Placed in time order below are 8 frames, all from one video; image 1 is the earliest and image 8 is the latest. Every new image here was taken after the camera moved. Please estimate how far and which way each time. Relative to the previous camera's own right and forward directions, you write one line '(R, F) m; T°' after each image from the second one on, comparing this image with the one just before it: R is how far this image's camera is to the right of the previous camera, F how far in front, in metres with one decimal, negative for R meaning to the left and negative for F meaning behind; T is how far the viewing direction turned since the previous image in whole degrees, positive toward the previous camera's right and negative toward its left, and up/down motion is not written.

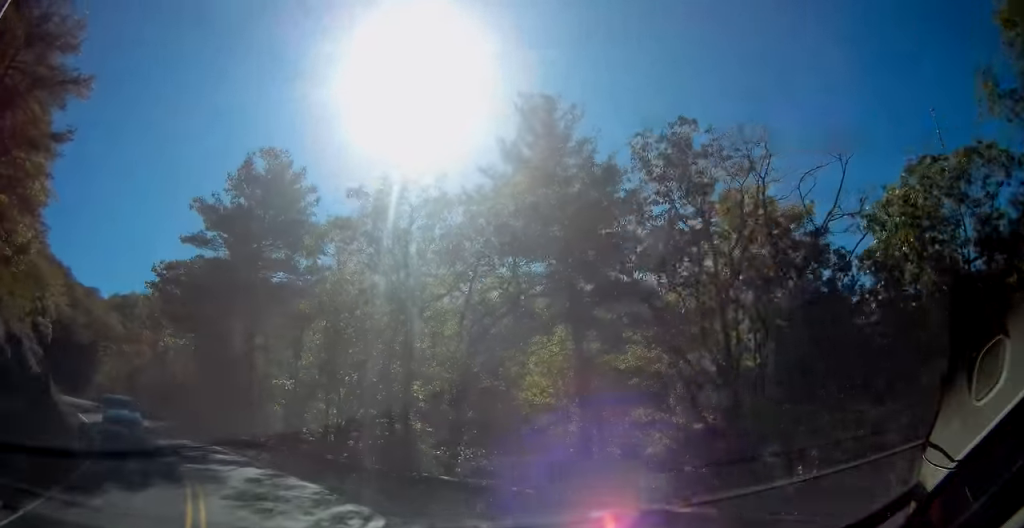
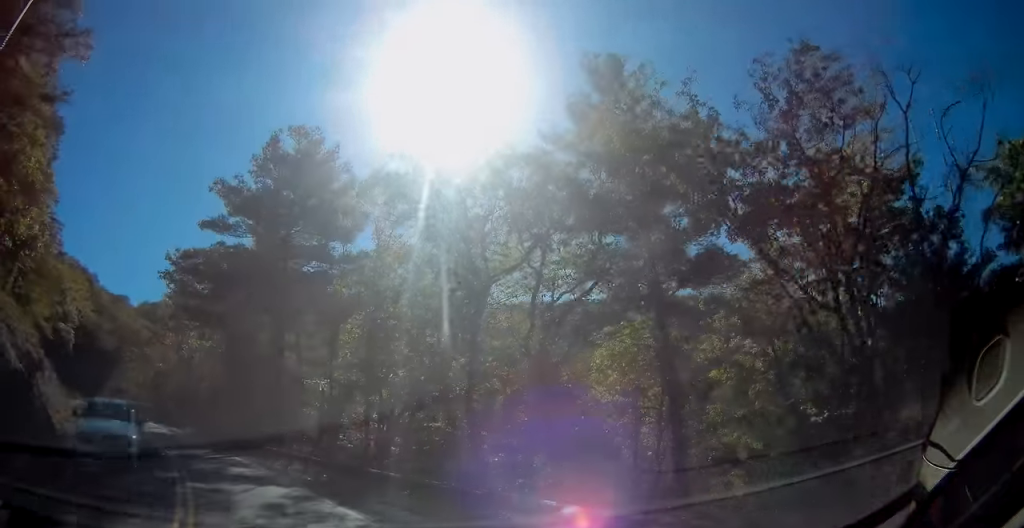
(-0.2, +3.9) m; -5°
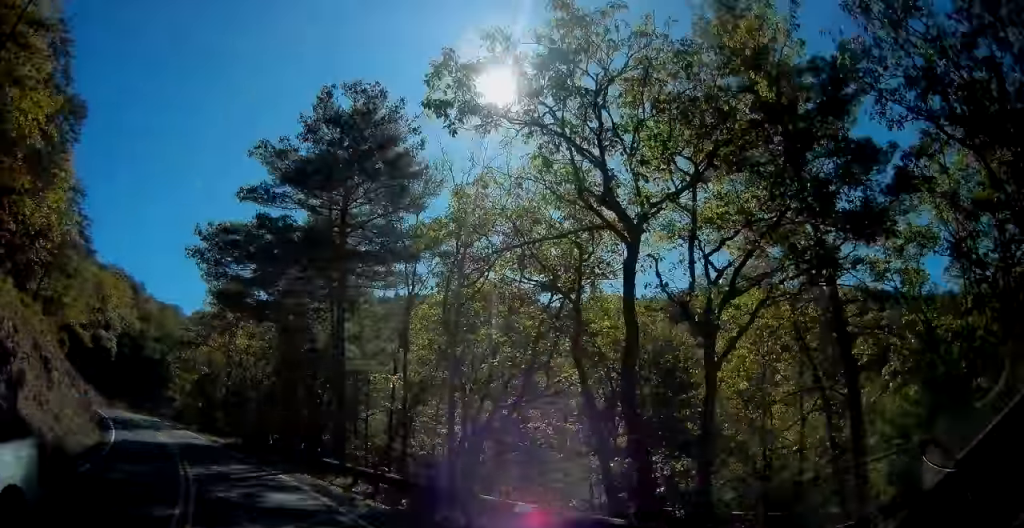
(-0.2, +5.7) m; -6°
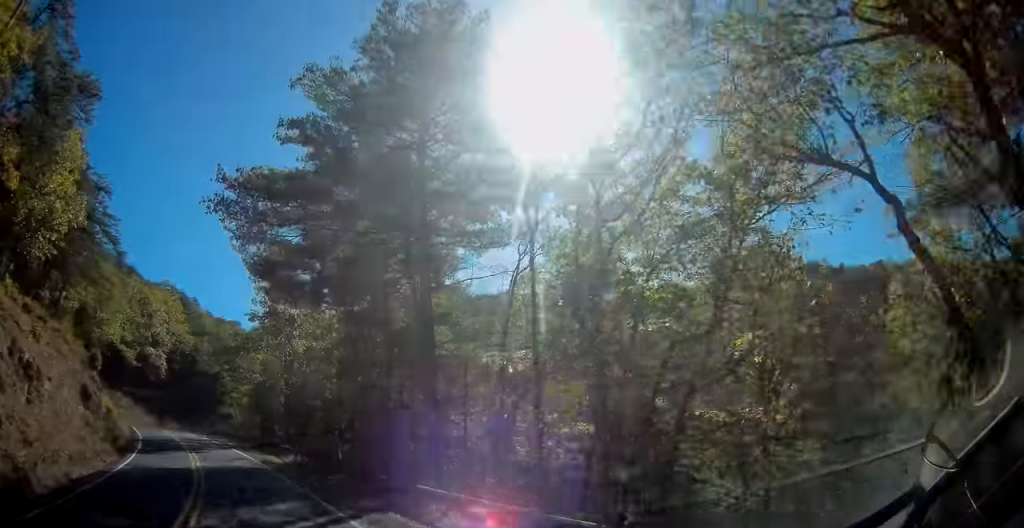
(-0.7, +7.4) m; -6°
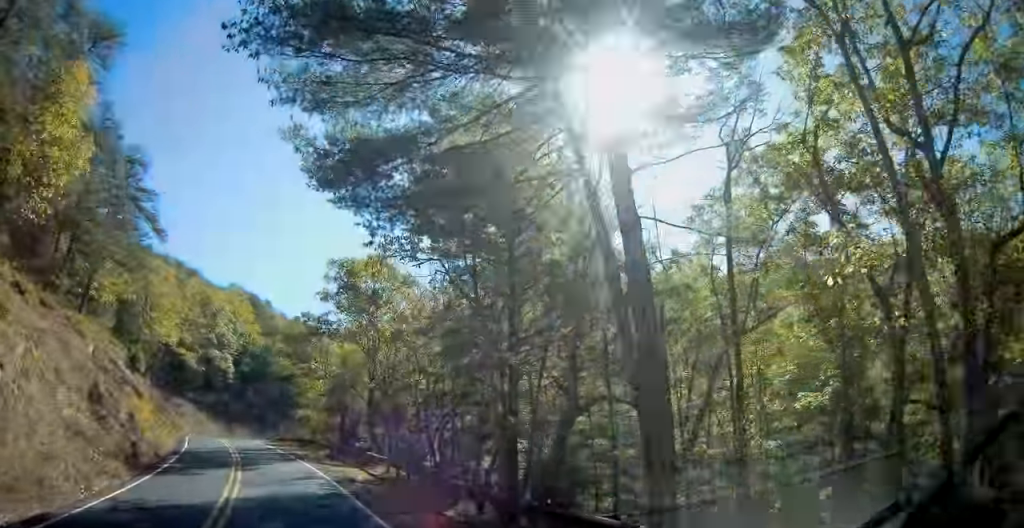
(-0.3, +8.6) m; -5°
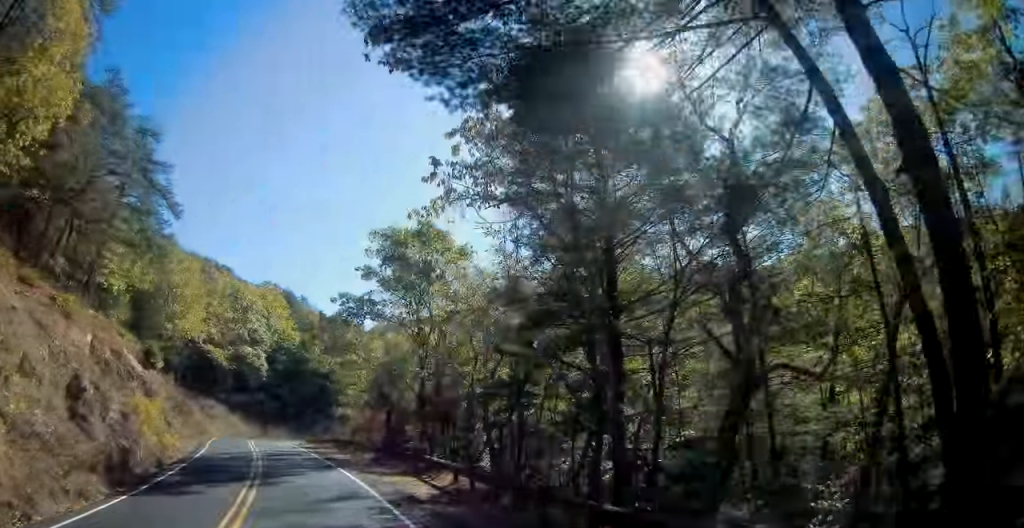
(0.0, +5.4) m; -3°
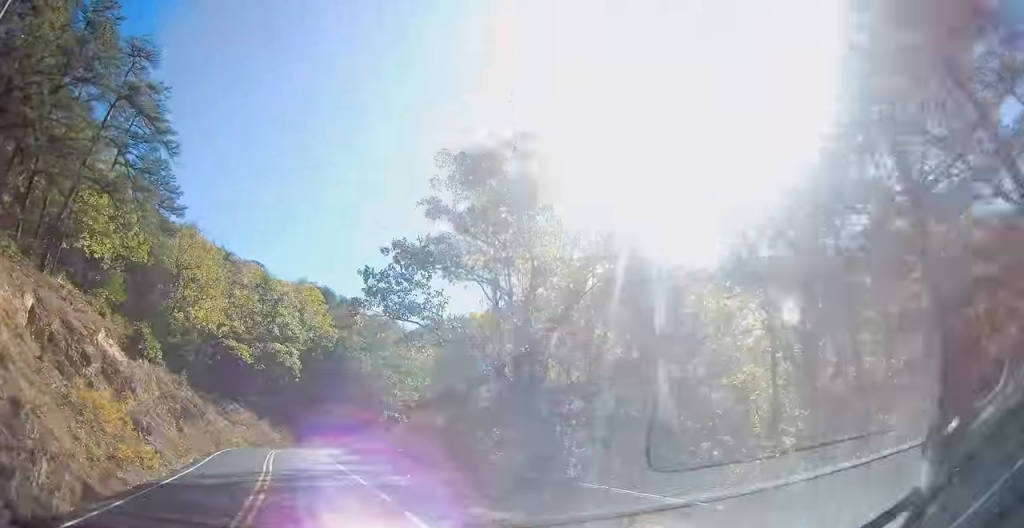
(-0.7, +10.4) m; -4°
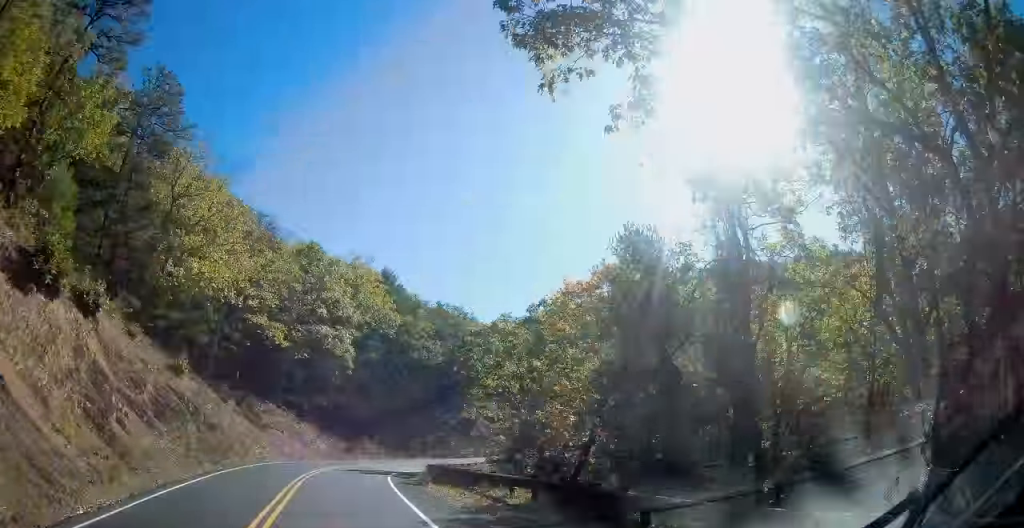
(-0.7, +17.4) m; -6°
